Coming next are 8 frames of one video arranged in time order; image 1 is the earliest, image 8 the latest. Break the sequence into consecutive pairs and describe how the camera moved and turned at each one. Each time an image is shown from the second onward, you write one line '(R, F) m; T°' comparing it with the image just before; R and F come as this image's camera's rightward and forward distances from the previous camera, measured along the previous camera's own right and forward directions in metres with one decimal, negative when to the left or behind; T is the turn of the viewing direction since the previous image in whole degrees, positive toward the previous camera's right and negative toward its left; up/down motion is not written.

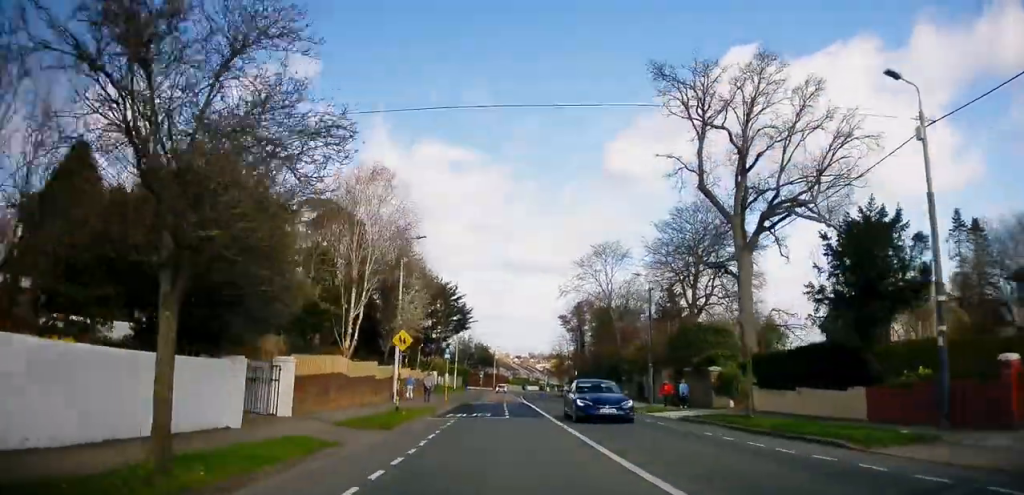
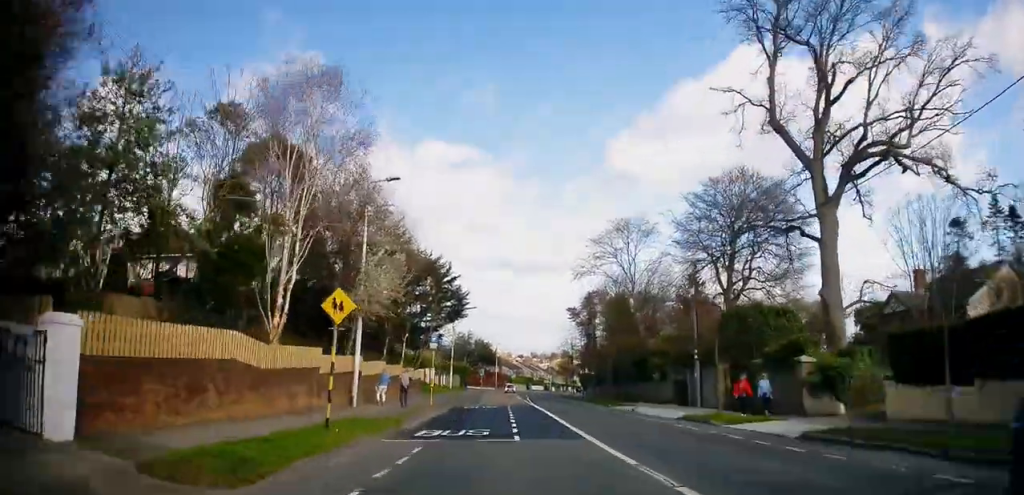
(+2.2, +8.2) m; -7°
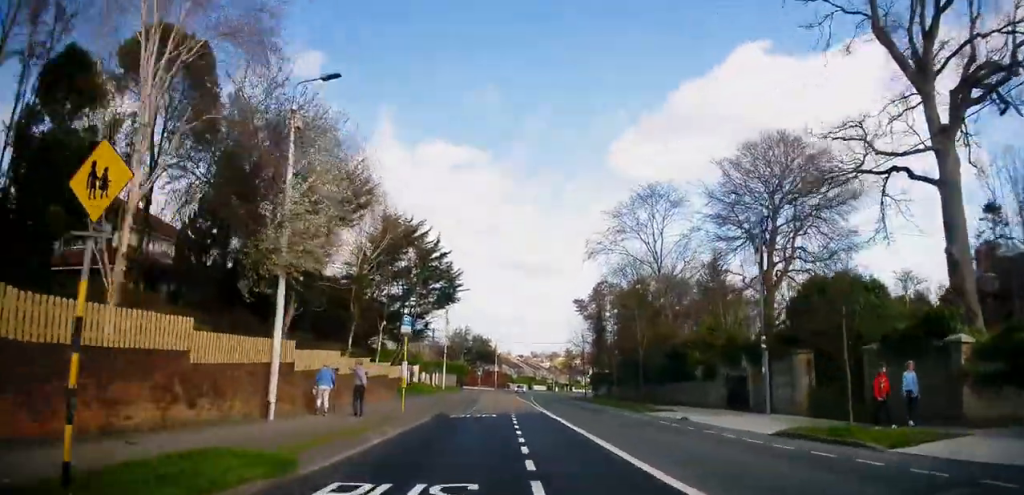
(-0.5, +7.8) m; -8°
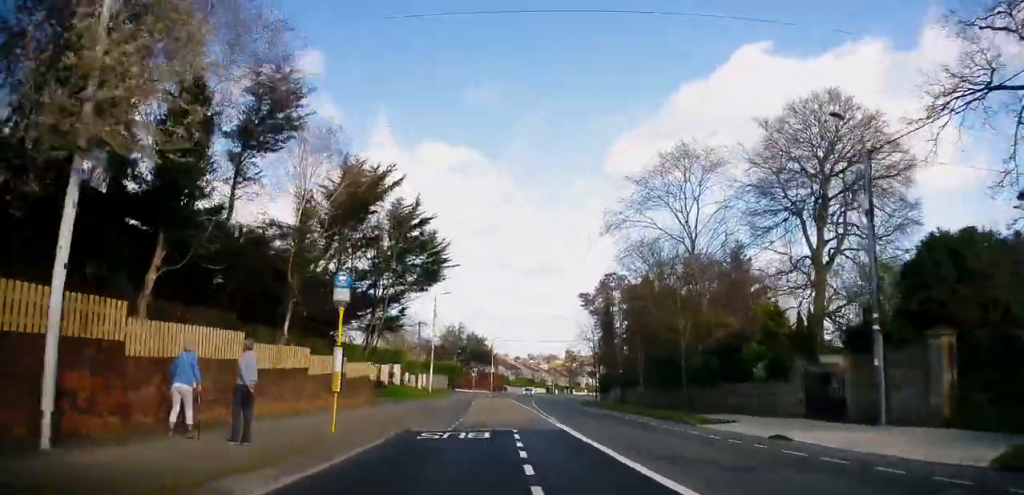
(-2.6, +8.7) m; -8°
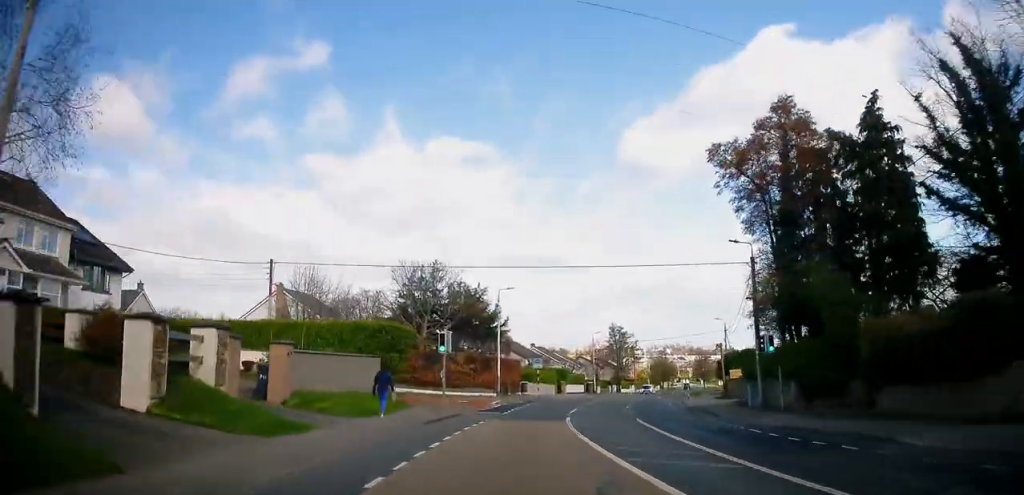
(+7.0, +47.2) m; +10°
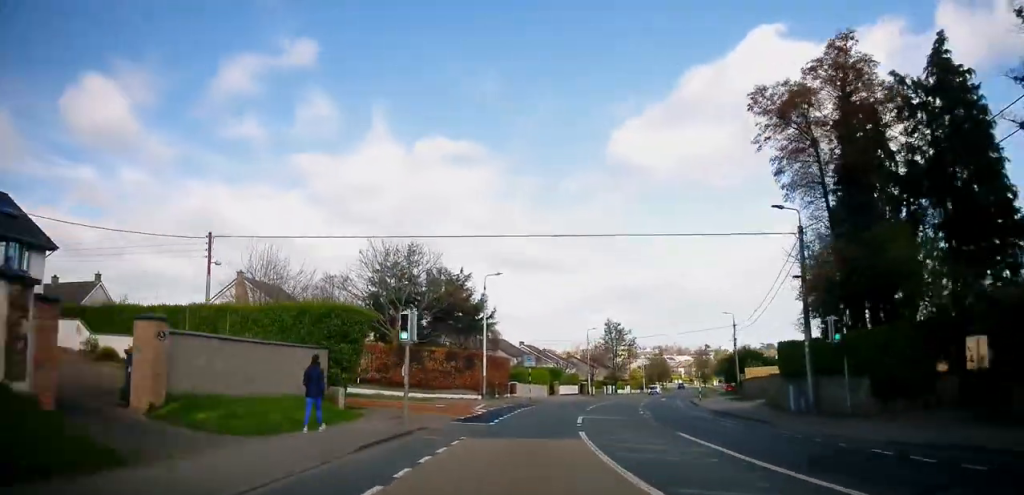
(0.0, +6.6) m; 0°
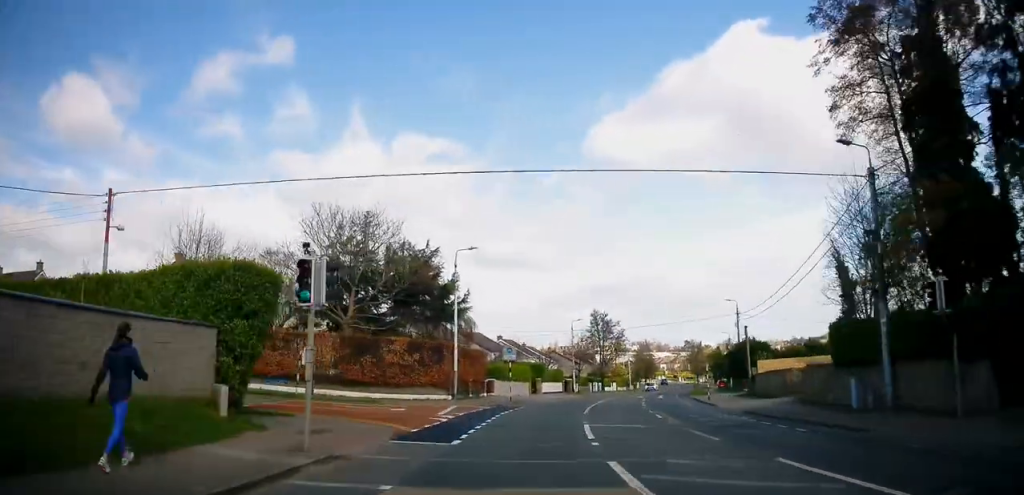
(0.0, +7.7) m; +1°
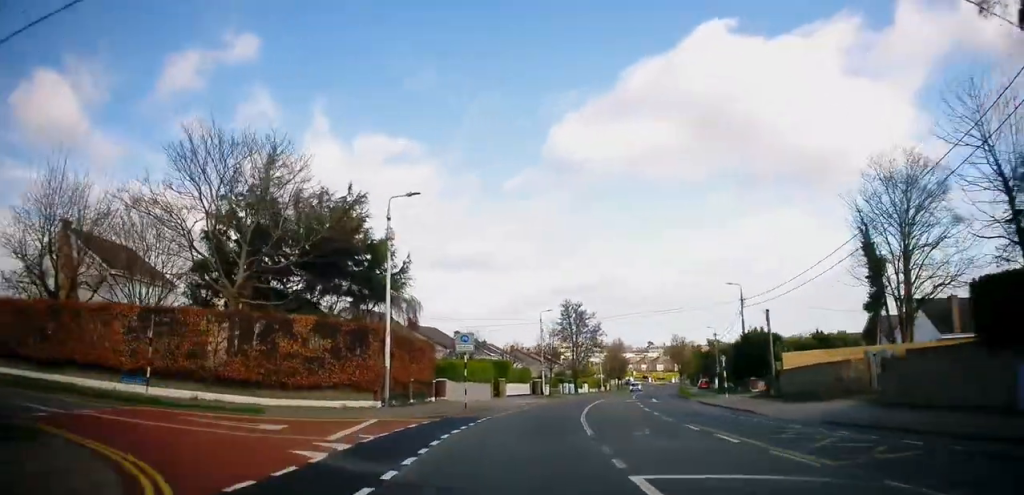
(-0.1, +10.4) m; +3°
